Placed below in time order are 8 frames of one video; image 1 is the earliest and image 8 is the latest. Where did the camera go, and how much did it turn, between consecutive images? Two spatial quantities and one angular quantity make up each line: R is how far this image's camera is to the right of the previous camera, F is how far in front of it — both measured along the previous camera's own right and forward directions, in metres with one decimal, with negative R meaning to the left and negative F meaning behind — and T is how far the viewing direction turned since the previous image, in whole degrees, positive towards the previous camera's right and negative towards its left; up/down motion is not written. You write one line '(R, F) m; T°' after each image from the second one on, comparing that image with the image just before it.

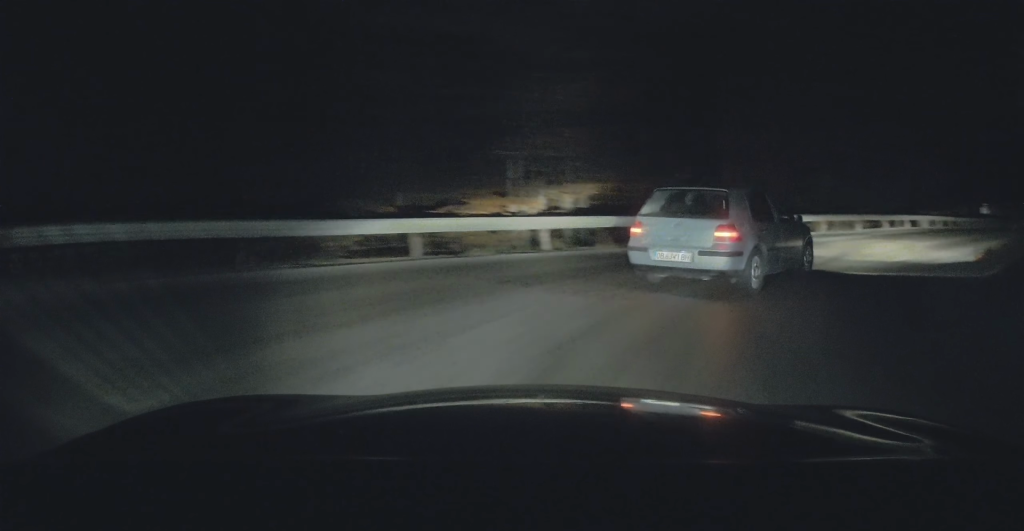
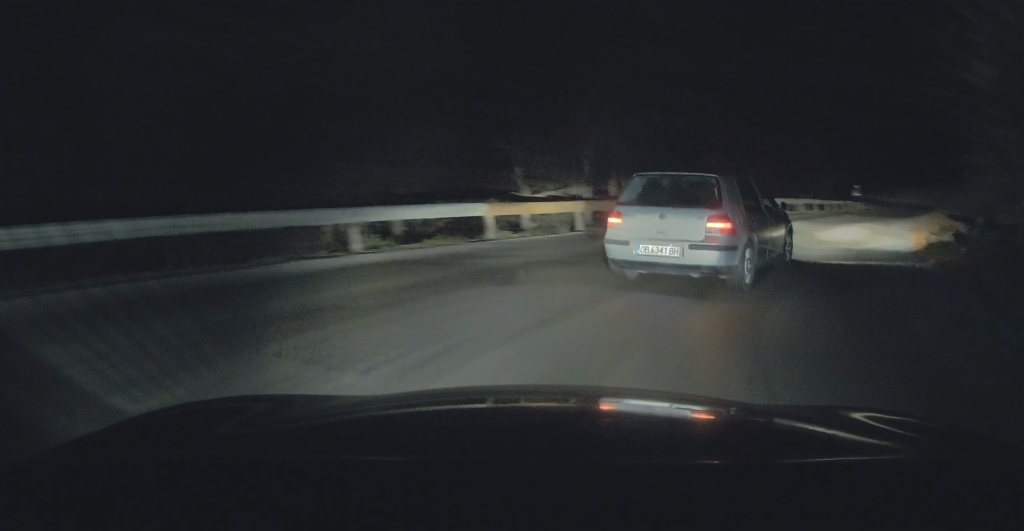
(+0.7, +4.0) m; +11°
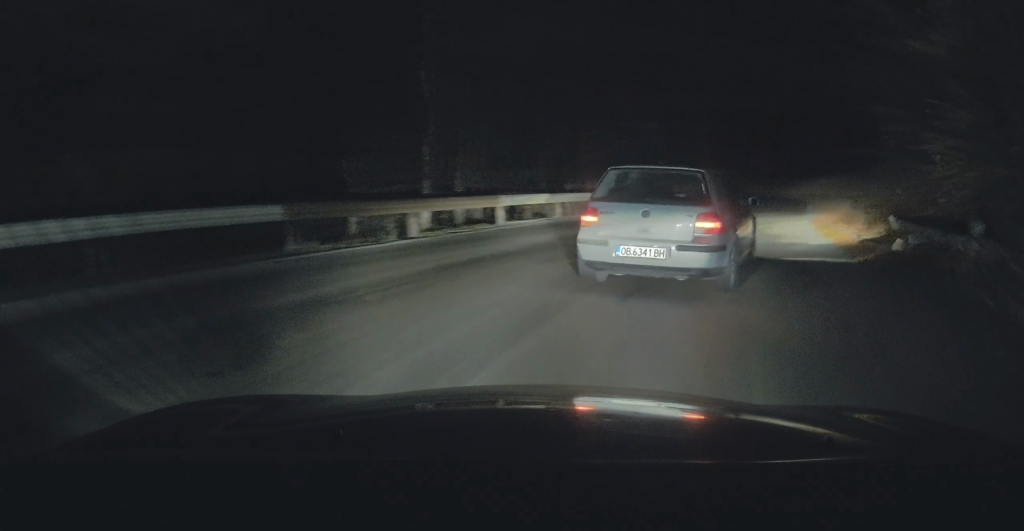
(+0.4, +4.2) m; +10°
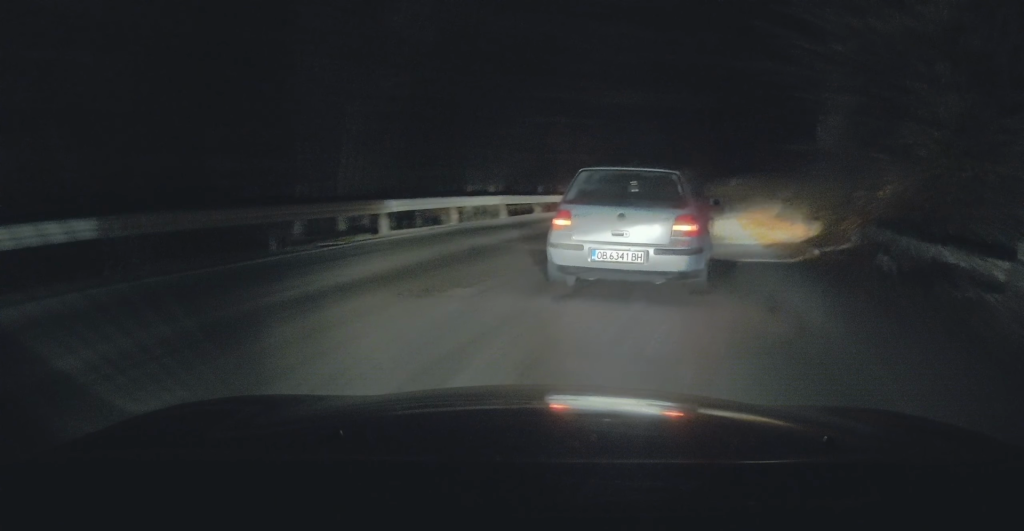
(+0.2, +3.1) m; +6°
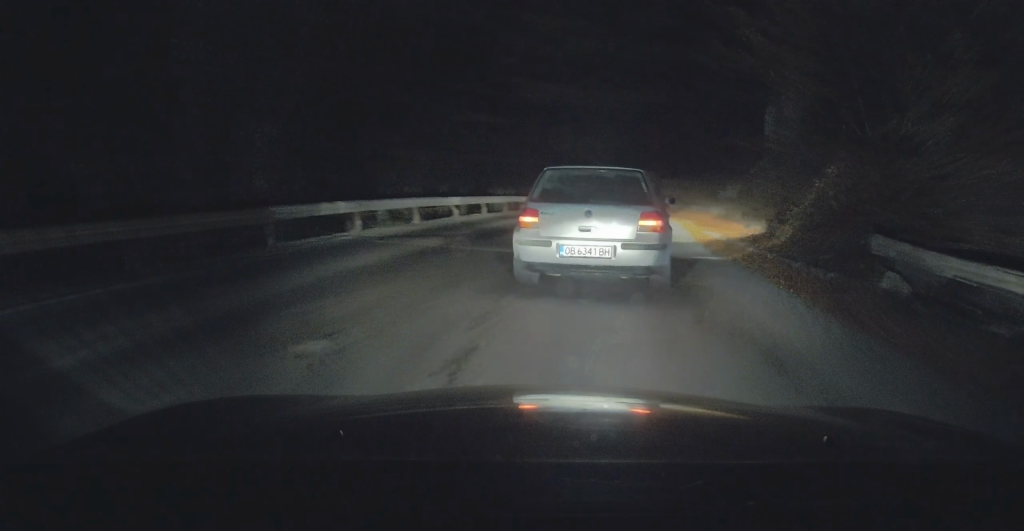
(-0.2, +2.9) m; +6°
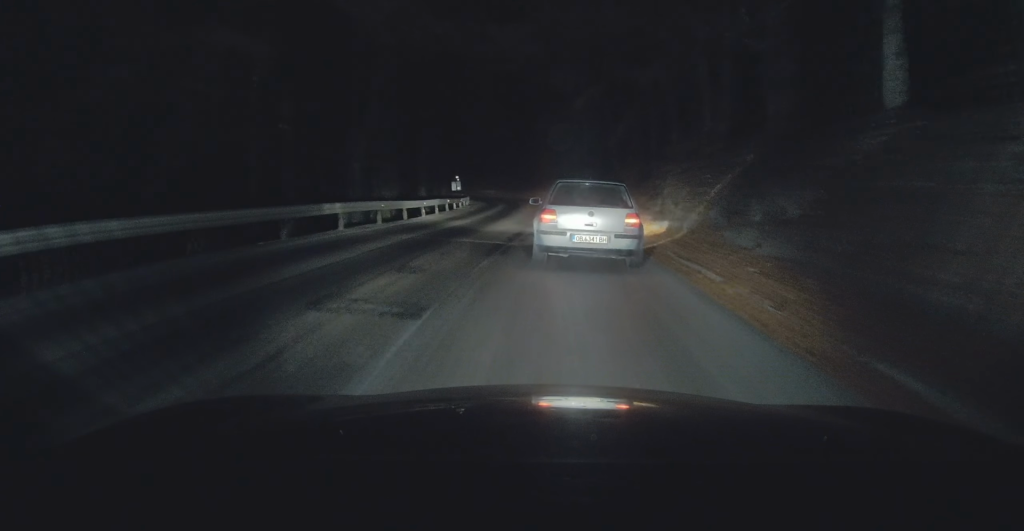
(+3.4, +13.6) m; +18°
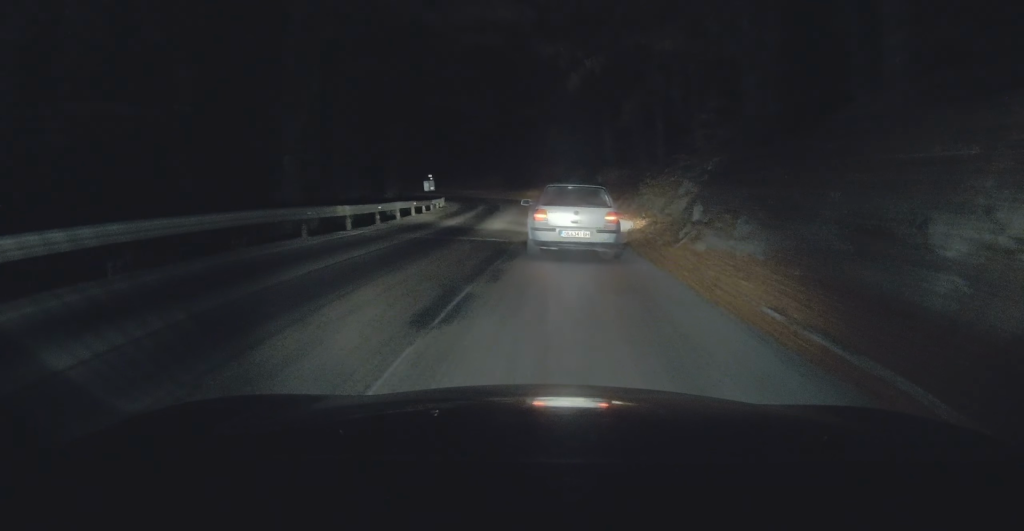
(0.0, +5.1) m; 0°
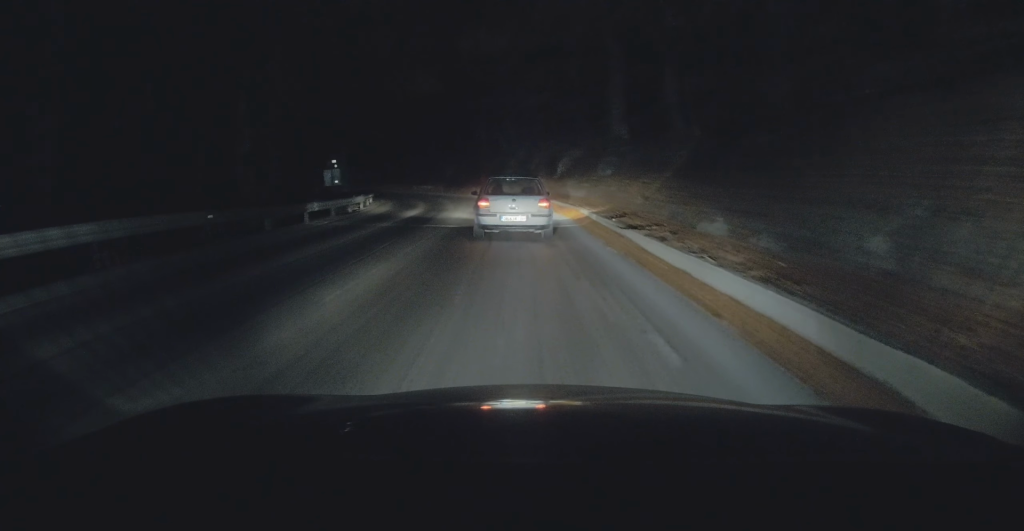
(-0.4, +15.6) m; -3°
